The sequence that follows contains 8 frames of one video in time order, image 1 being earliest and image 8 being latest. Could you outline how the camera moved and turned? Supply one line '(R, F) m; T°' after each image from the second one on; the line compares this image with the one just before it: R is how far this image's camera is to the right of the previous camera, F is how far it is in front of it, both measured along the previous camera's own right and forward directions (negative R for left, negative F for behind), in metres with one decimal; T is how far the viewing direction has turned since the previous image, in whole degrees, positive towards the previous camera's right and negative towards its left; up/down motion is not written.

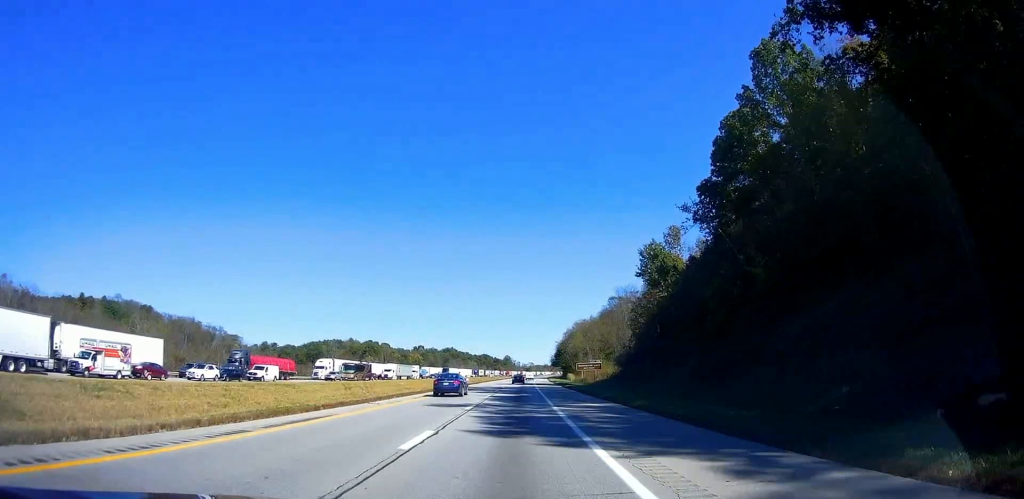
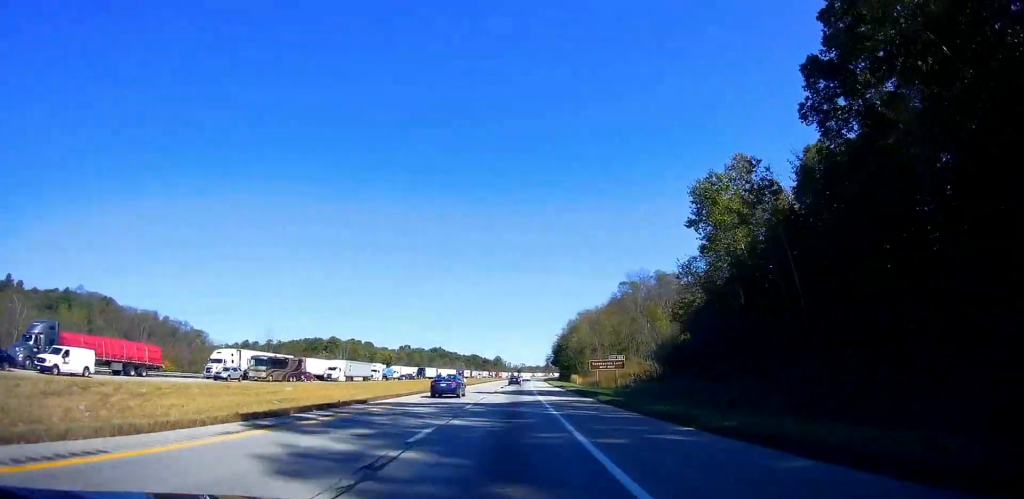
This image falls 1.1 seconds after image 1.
(-0.6, +35.4) m; 0°
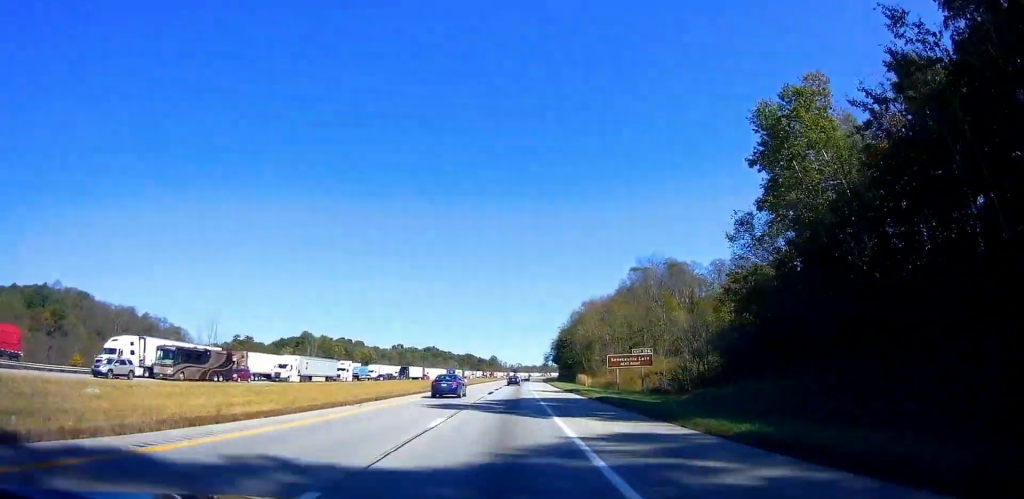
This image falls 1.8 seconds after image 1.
(+0.5, +20.8) m; +1°
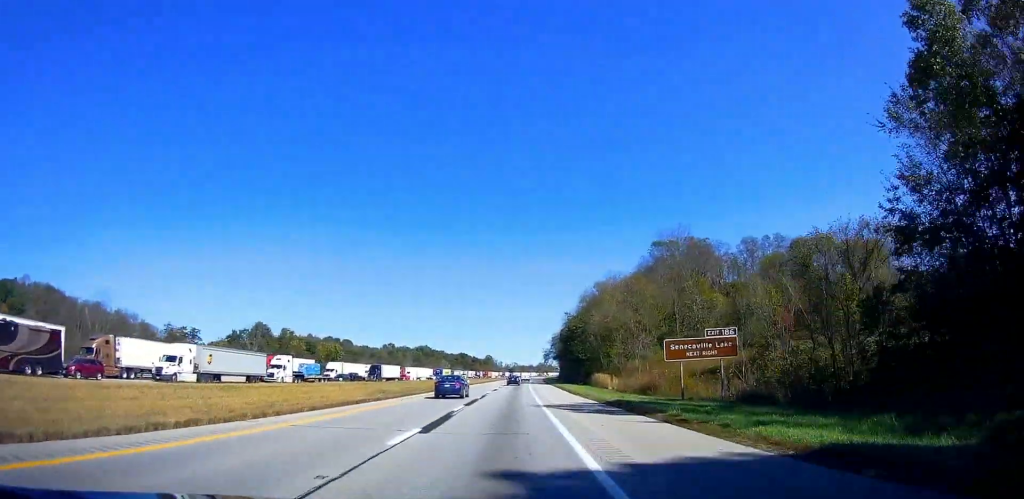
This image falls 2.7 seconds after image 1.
(0.0, +27.9) m; -1°
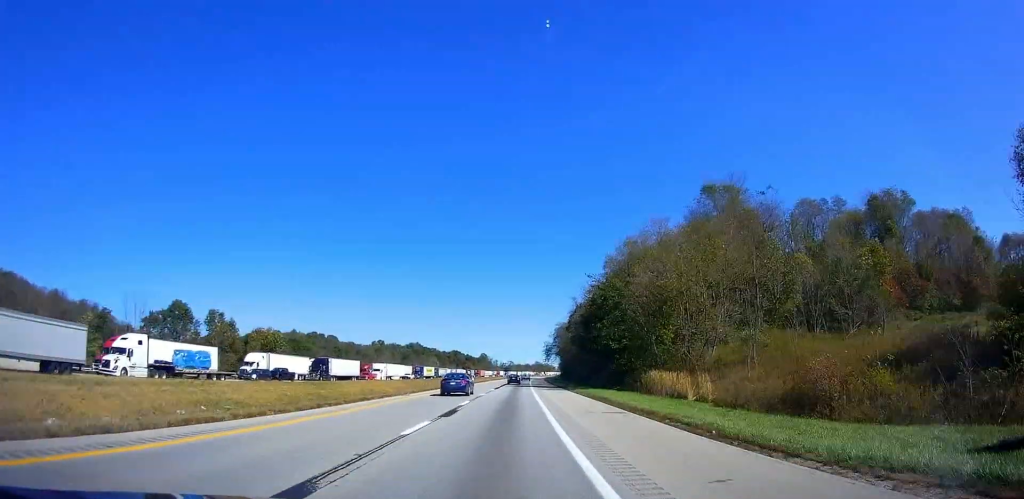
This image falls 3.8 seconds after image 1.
(-0.5, +34.1) m; 0°
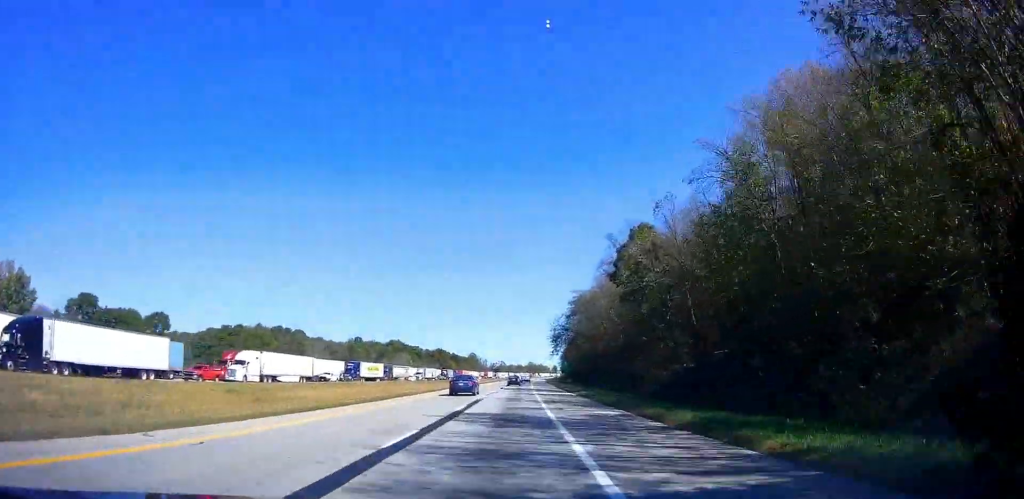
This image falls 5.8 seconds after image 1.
(+2.5, +61.5) m; +3°
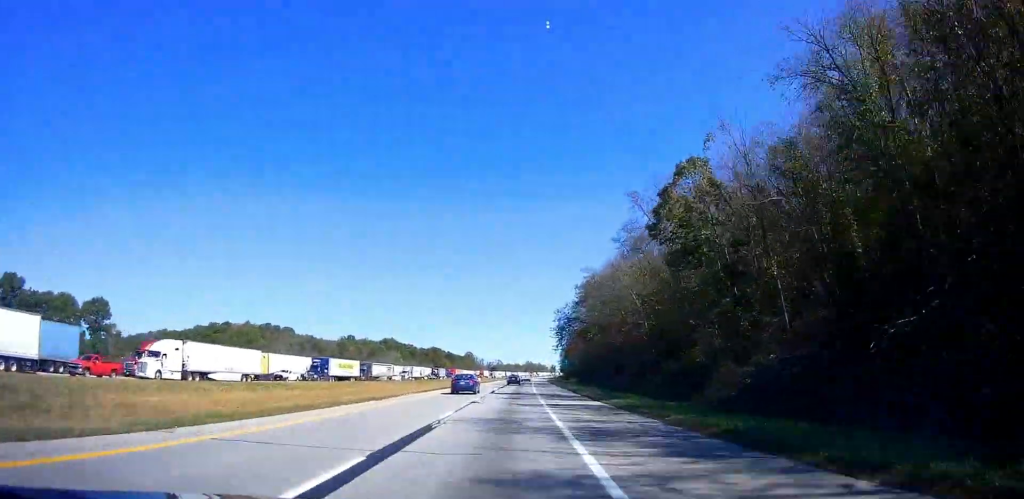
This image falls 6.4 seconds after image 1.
(+0.1, +17.4) m; 0°
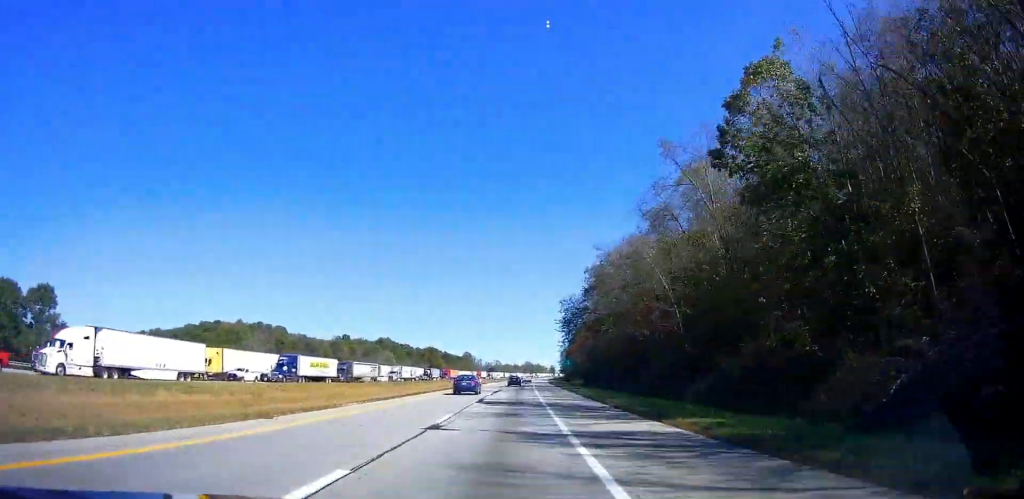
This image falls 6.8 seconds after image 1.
(-0.3, +13.3) m; -1°
